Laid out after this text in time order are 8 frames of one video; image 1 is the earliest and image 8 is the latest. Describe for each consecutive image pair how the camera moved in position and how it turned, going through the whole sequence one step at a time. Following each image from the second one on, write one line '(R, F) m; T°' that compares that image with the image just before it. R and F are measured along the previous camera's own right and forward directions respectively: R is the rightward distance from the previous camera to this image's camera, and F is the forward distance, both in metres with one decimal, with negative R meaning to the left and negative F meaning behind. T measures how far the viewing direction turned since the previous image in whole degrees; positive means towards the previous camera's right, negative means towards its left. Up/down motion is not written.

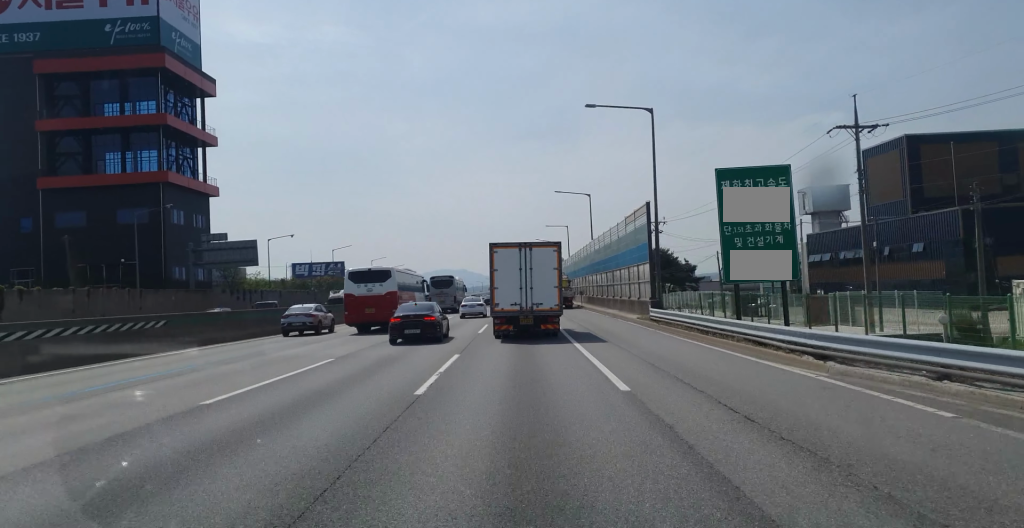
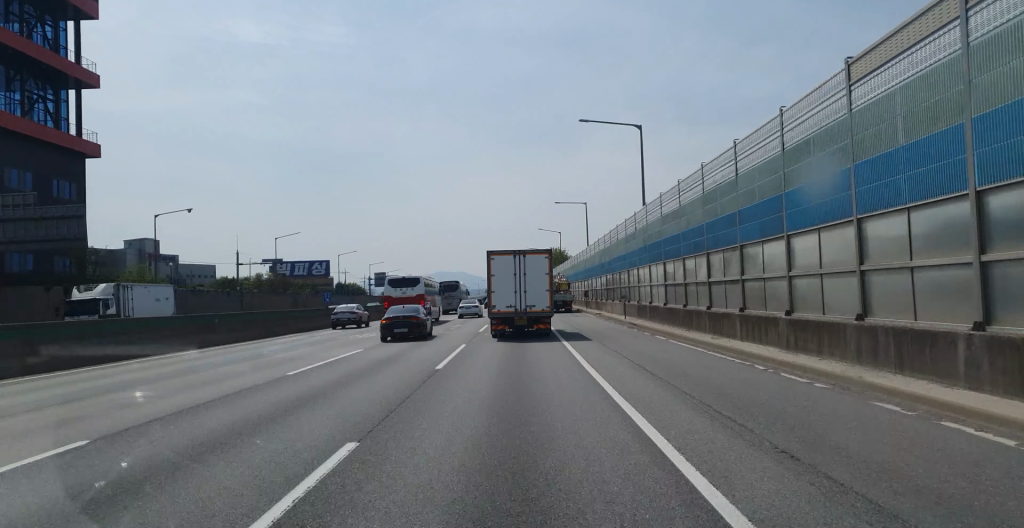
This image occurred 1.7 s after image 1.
(-0.3, +33.0) m; -1°
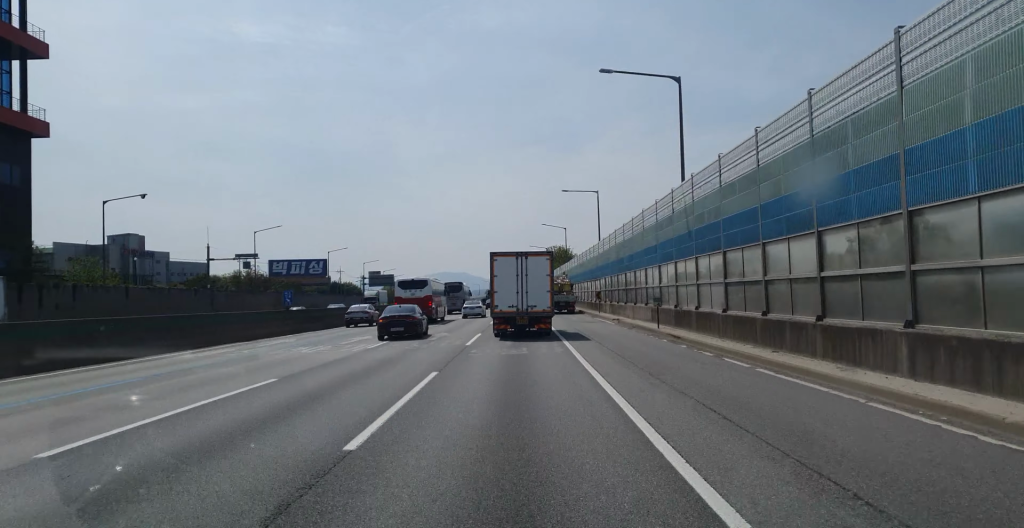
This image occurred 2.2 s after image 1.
(-0.1, +9.8) m; 0°
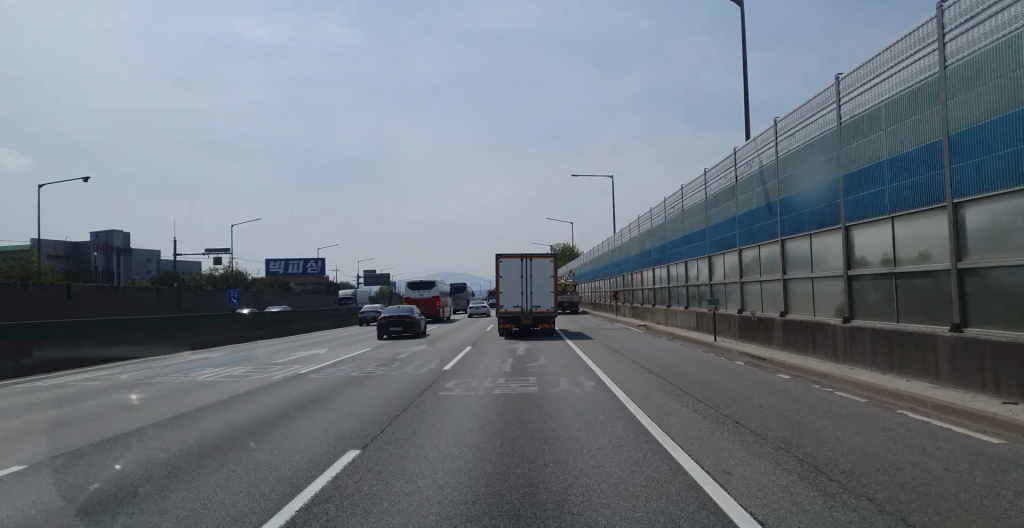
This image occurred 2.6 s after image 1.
(+0.1, +9.1) m; 0°
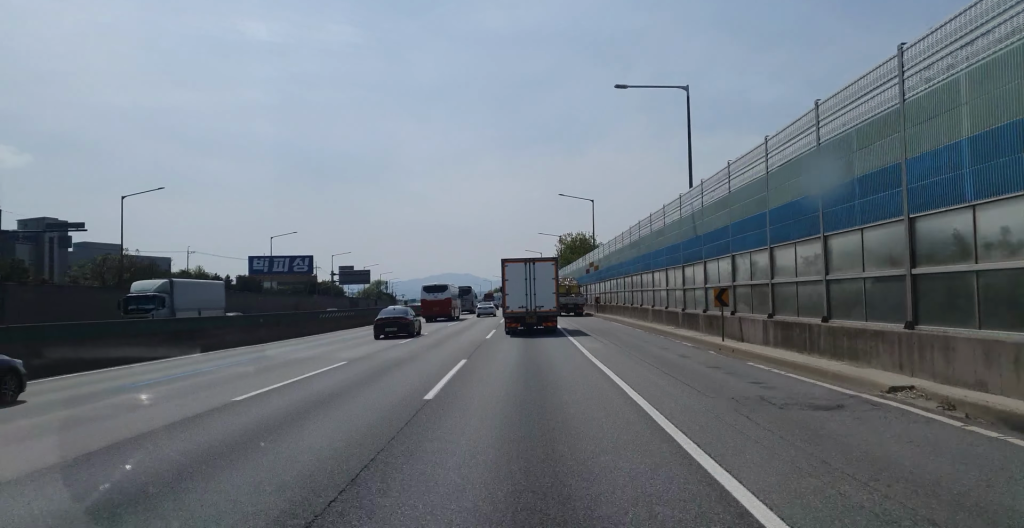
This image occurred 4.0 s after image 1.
(-0.1, +26.1) m; 0°
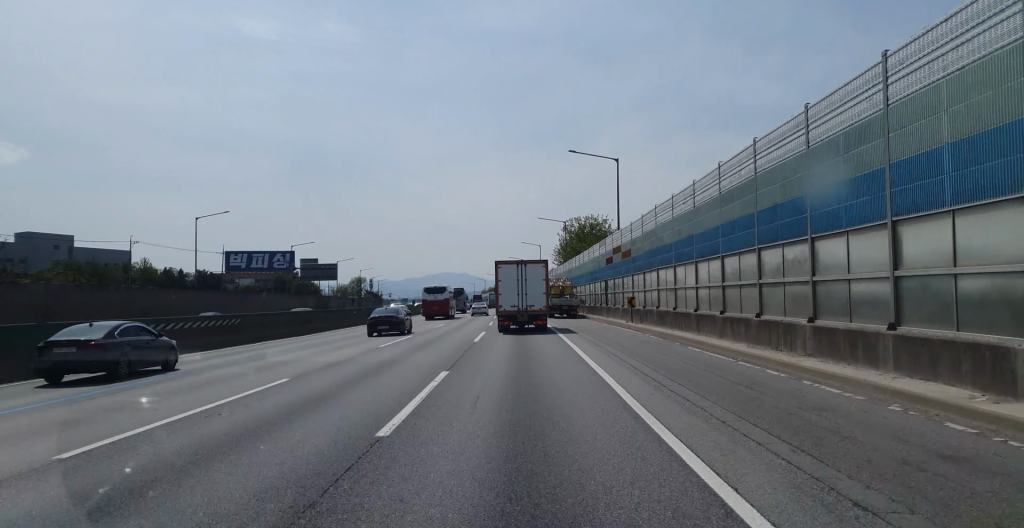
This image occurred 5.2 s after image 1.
(+0.5, +23.7) m; +1°
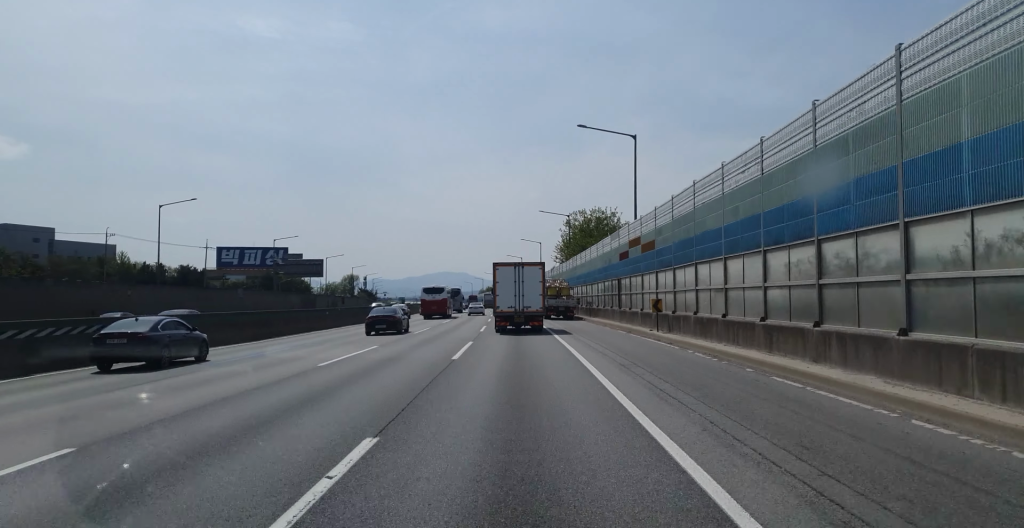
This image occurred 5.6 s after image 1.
(0.0, +8.7) m; 0°
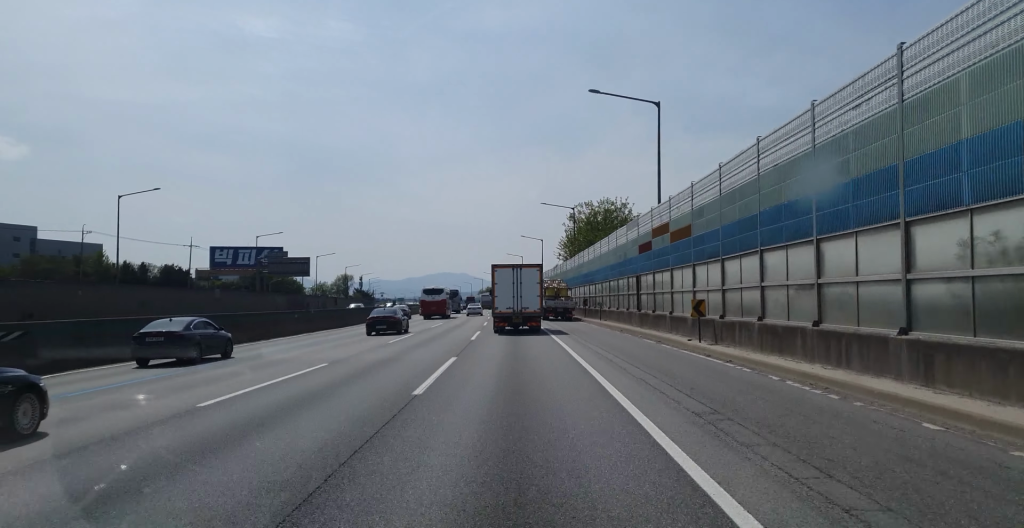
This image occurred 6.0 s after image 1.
(+0.1, +8.0) m; 0°
